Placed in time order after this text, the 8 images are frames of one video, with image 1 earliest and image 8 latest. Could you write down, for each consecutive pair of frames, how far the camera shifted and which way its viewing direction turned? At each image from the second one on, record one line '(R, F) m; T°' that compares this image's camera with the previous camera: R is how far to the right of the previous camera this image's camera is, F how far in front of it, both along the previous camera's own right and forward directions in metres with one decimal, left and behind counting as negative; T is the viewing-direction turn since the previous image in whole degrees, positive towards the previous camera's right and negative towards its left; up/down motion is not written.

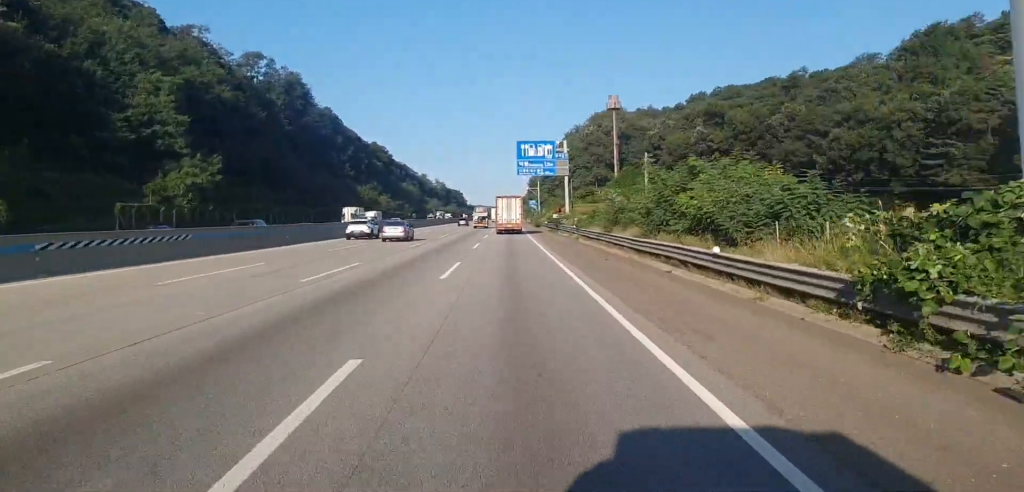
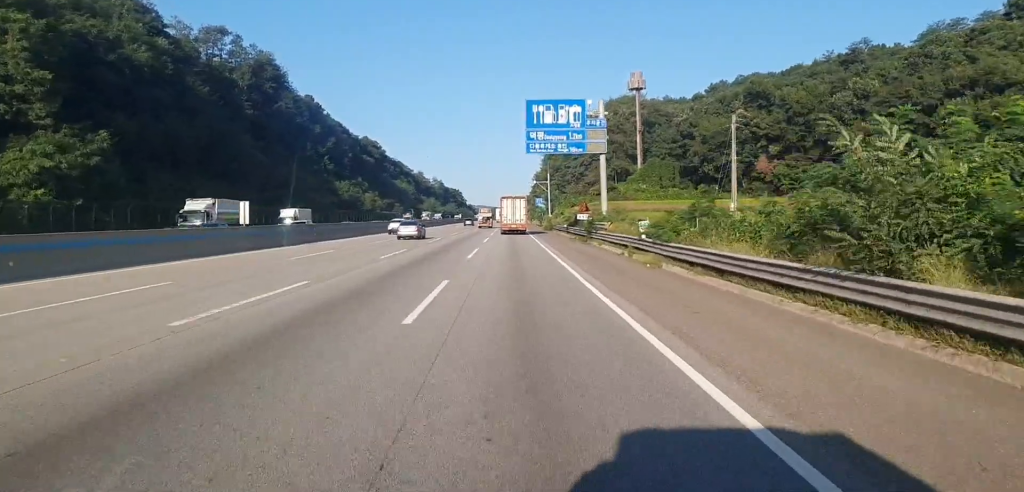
(+0.3, +28.5) m; -1°
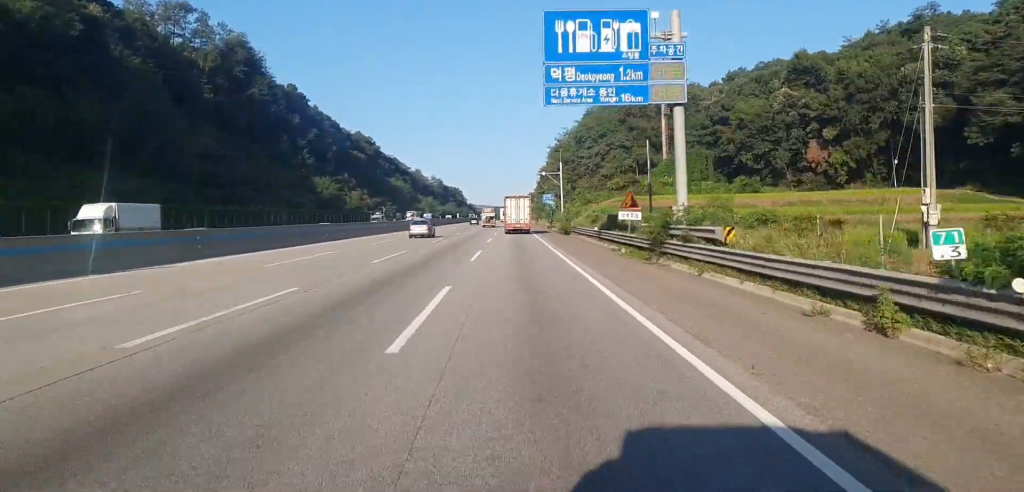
(-0.5, +21.9) m; 0°
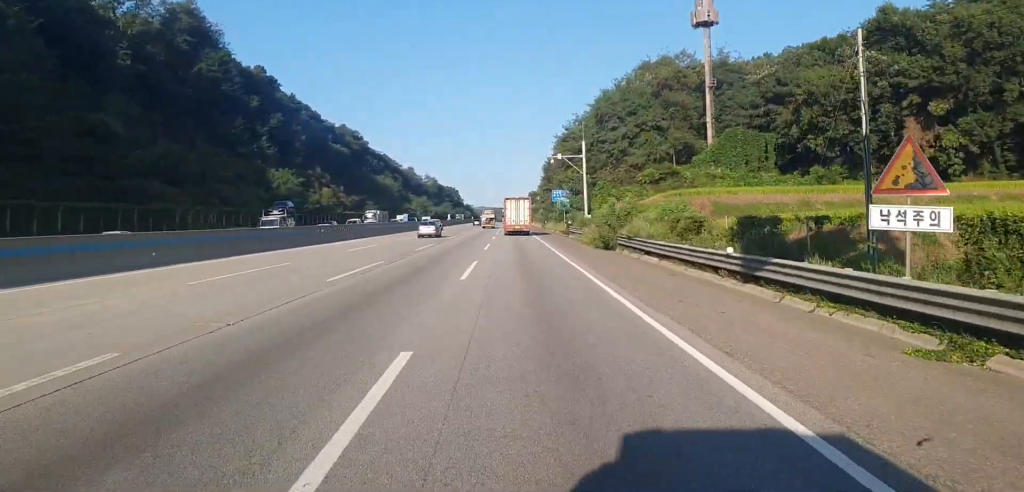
(+0.7, +29.4) m; +1°
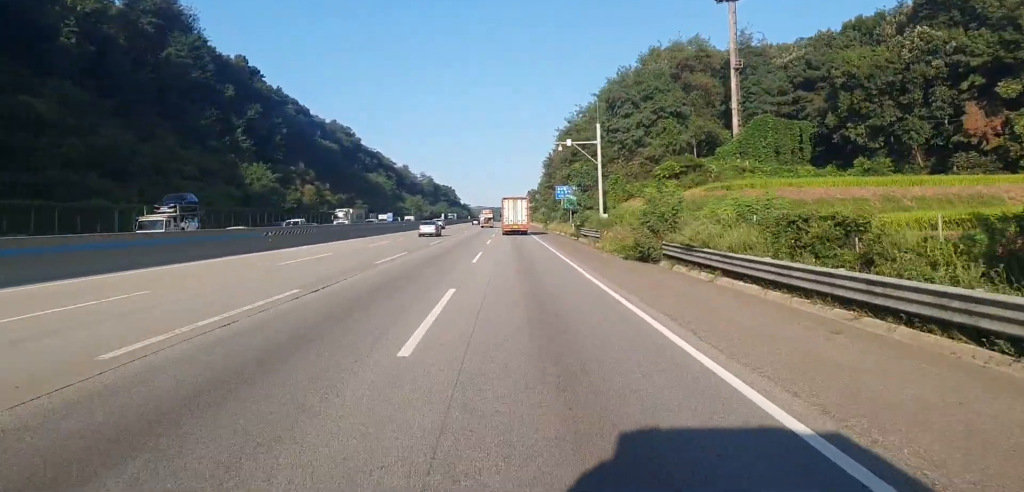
(-0.2, +12.0) m; 0°
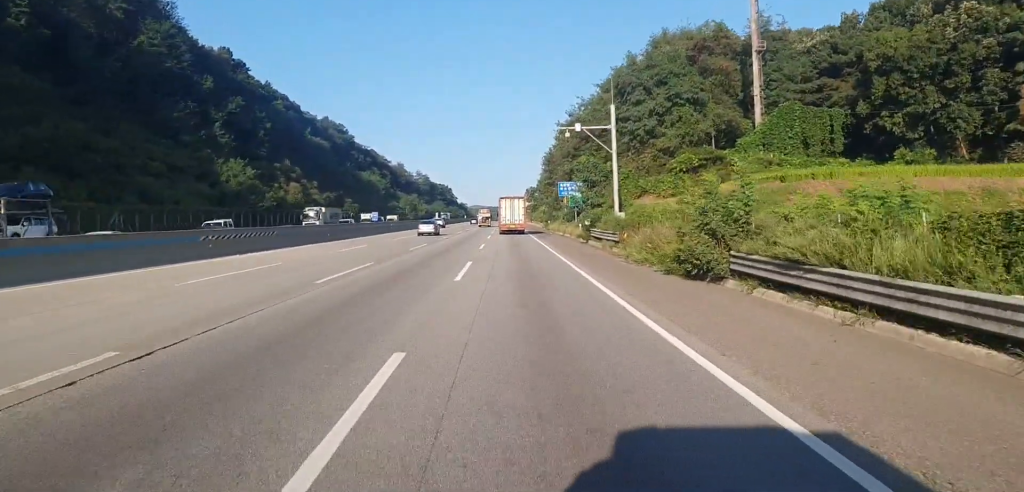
(-0.3, +8.7) m; 0°
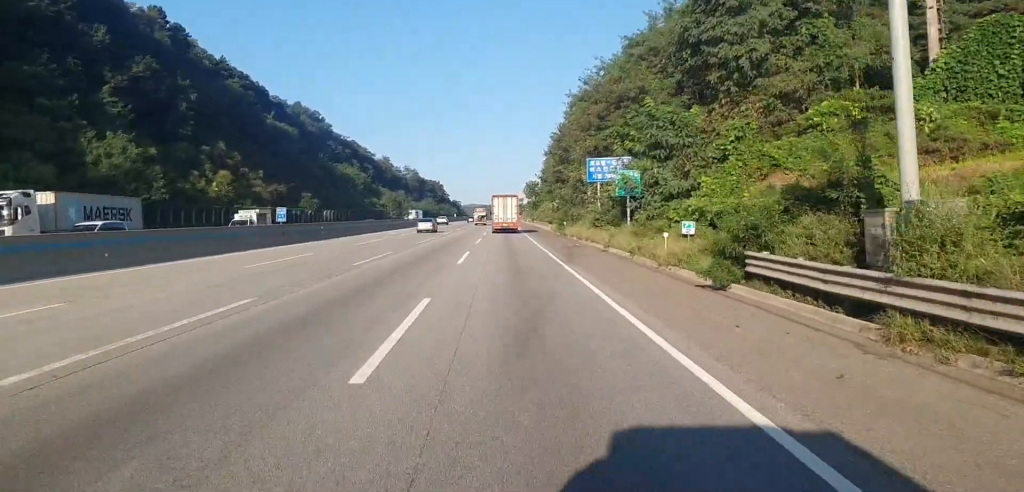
(+0.2, +33.1) m; 0°
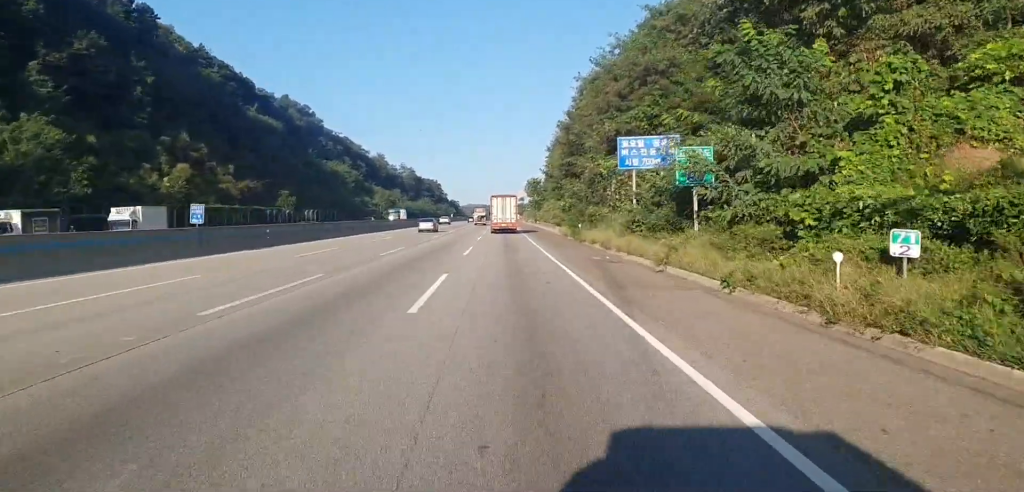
(-0.1, +13.0) m; 0°
